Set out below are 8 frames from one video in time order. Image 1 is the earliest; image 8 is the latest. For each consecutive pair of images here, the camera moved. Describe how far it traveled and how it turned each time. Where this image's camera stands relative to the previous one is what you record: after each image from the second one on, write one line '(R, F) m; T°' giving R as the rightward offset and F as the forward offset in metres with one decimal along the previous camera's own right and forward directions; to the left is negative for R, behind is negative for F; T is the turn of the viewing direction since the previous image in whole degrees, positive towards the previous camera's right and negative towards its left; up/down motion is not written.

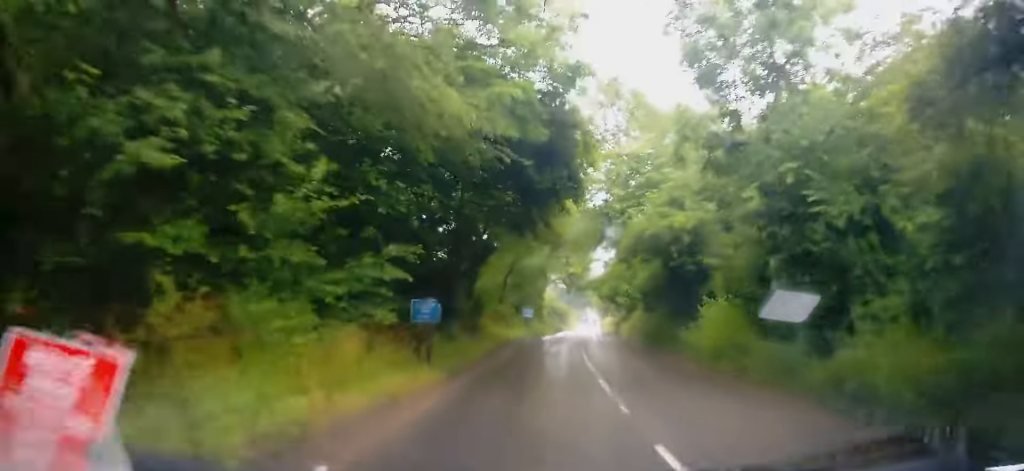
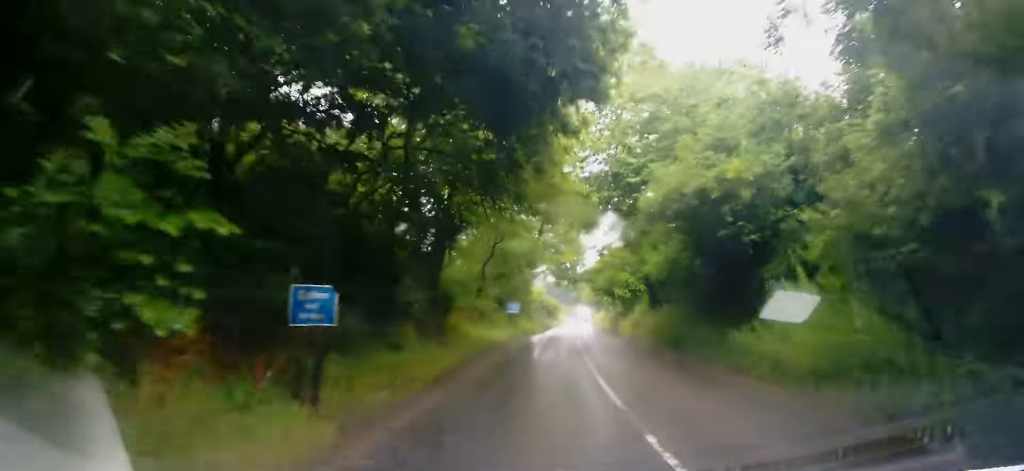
(0.0, +6.0) m; 0°
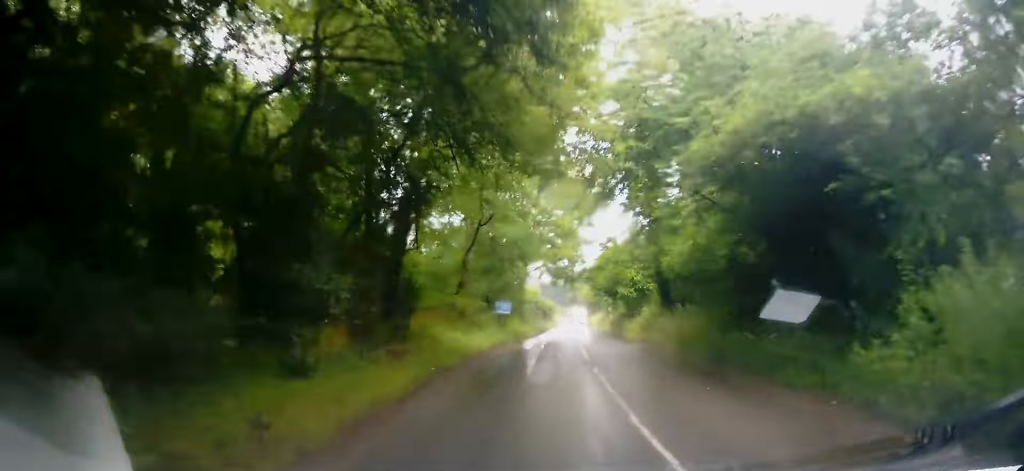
(0.0, +5.1) m; 0°
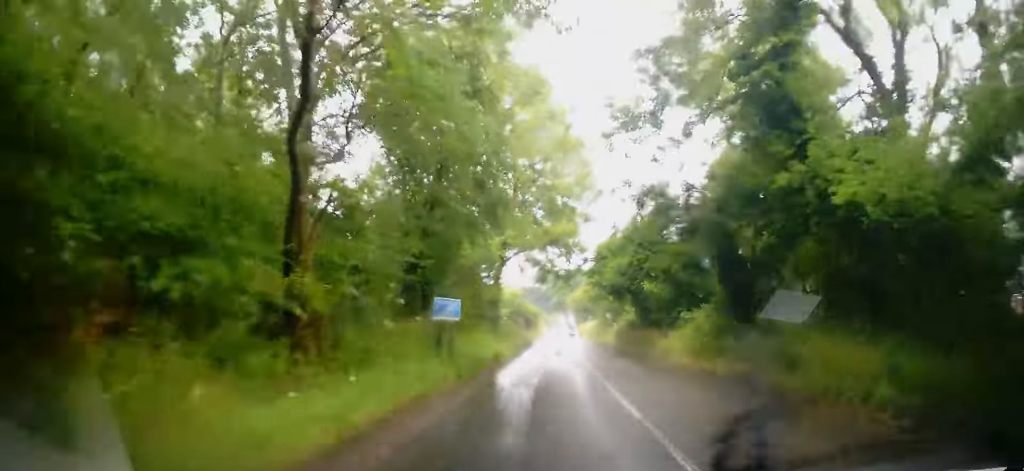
(0.0, +13.9) m; +1°
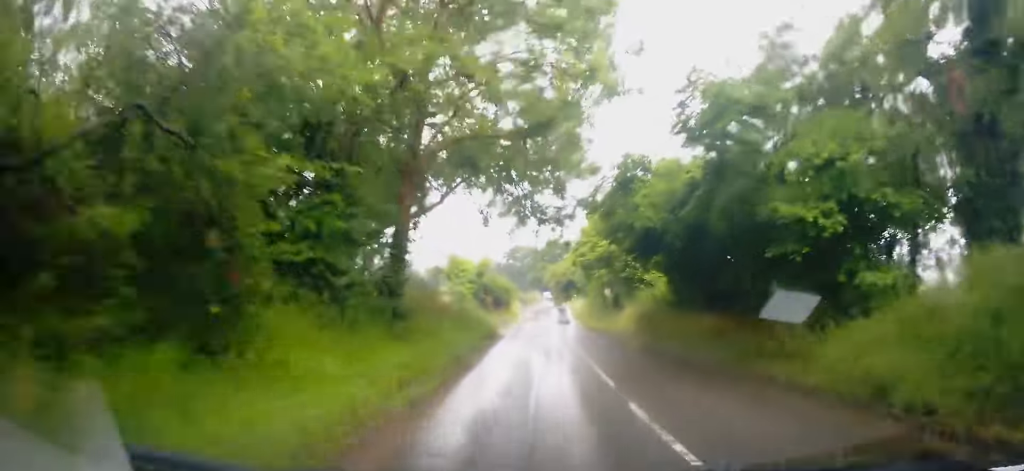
(+0.6, +15.6) m; +5°
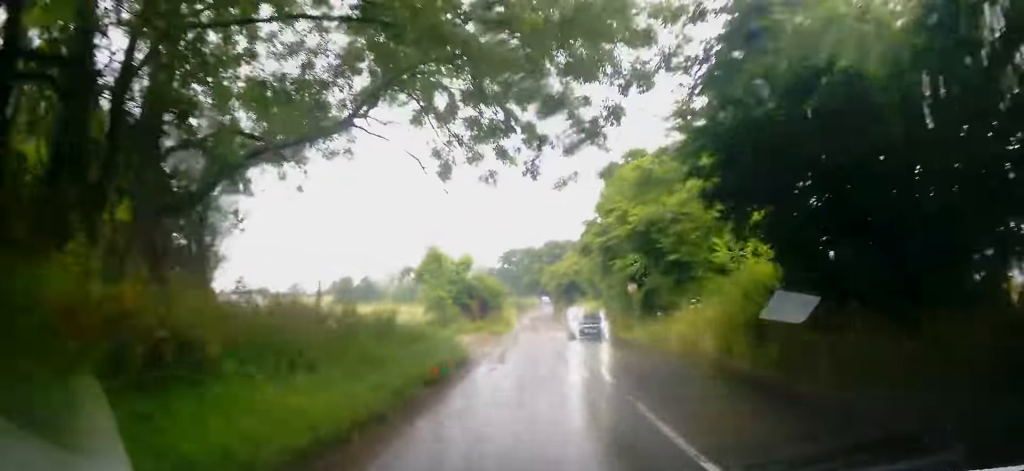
(+0.4, +12.1) m; +1°
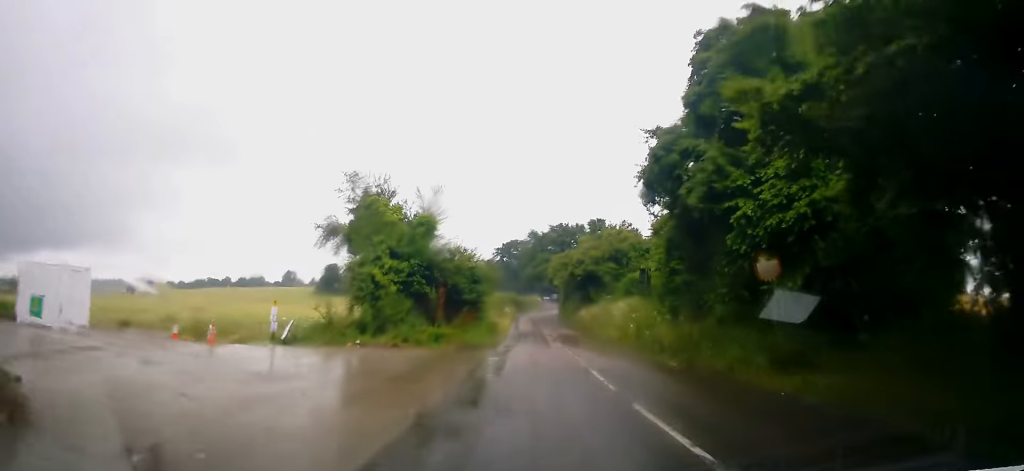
(-0.3, +18.2) m; 0°
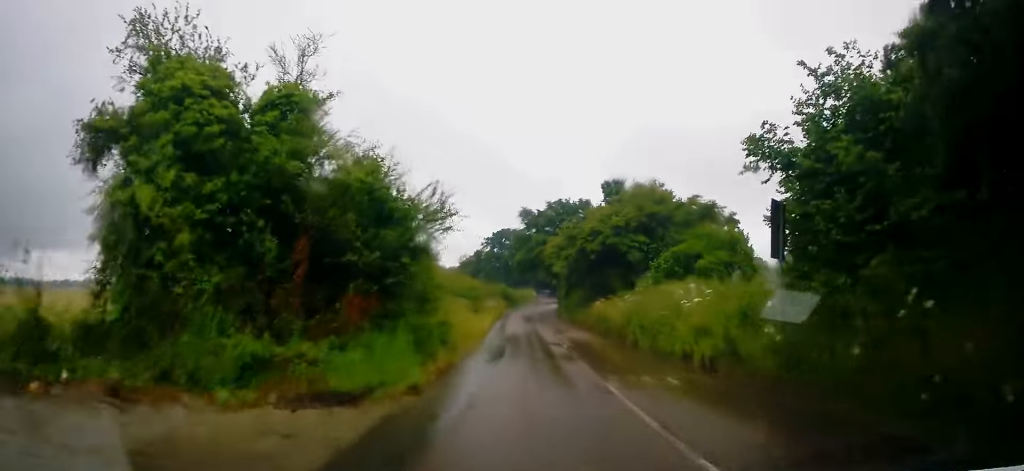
(+0.3, +15.0) m; +1°
